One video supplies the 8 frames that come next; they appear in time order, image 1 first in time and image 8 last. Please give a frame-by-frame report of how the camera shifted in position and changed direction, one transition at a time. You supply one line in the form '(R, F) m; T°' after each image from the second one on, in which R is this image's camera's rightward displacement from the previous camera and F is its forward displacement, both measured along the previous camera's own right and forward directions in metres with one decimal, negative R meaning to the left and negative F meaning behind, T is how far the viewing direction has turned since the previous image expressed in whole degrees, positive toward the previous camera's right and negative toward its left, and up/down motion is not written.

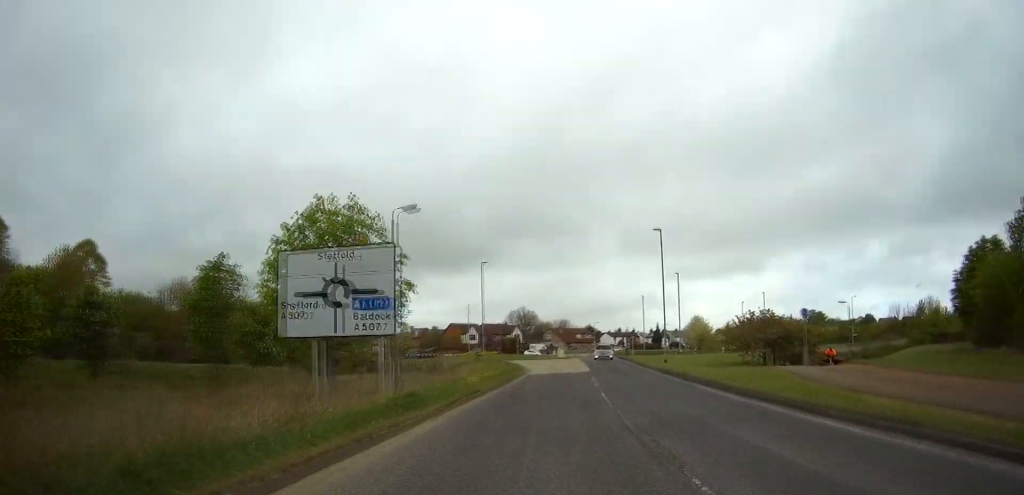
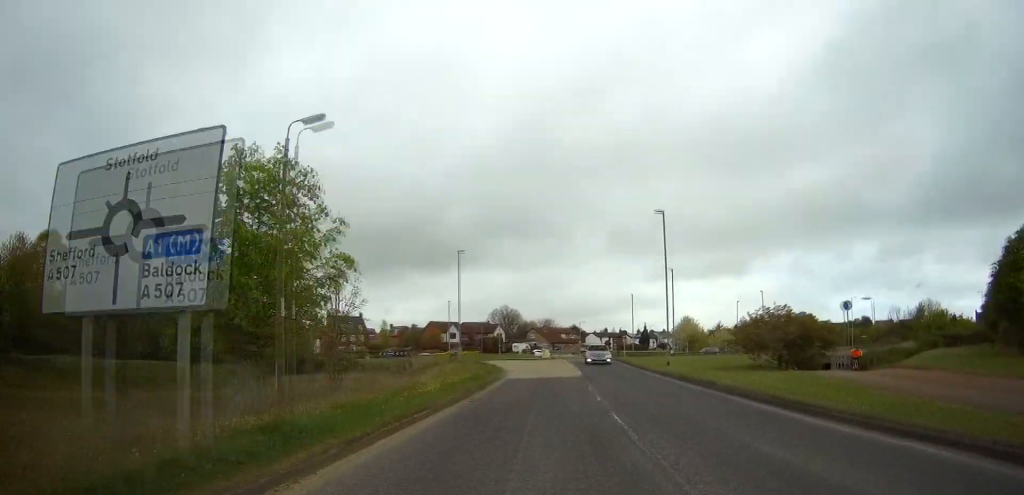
(0.0, +7.2) m; +1°
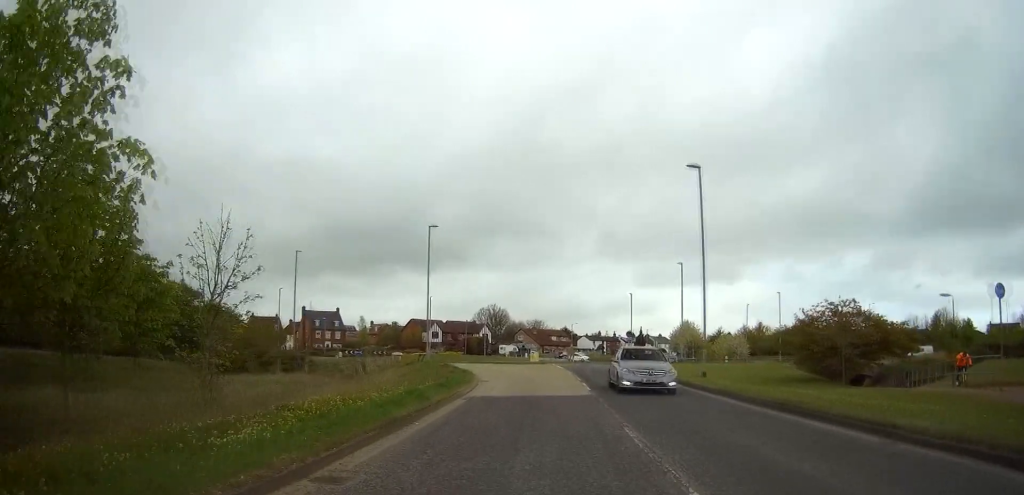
(+0.3, +12.3) m; +1°
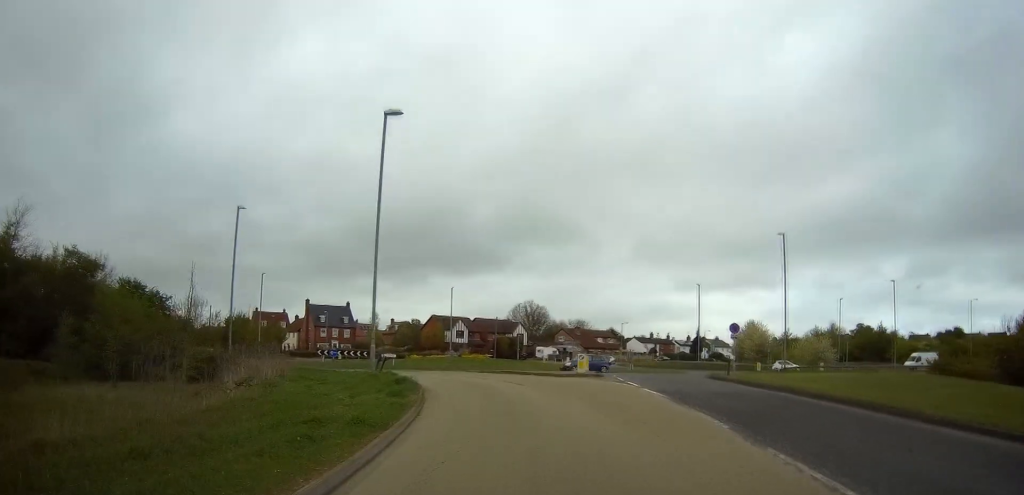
(-0.2, +24.7) m; -3°
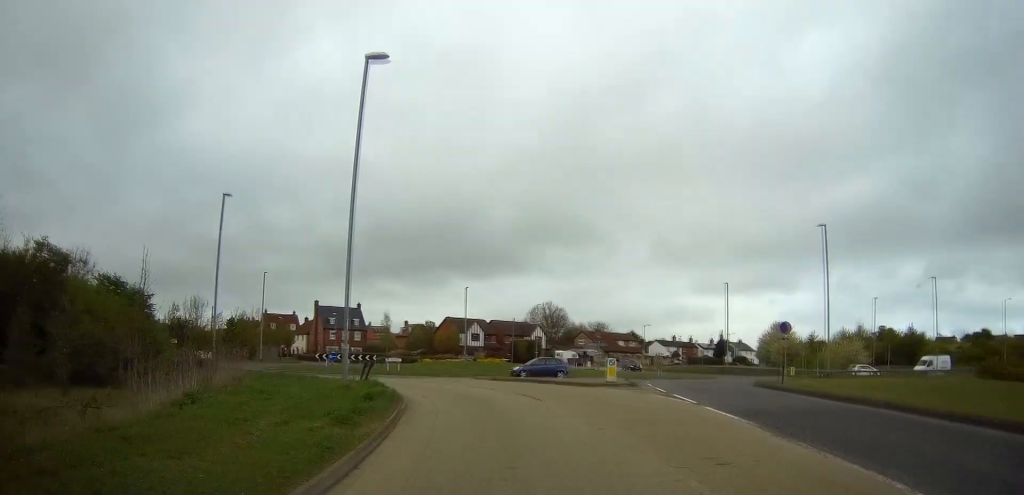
(+0.1, +5.9) m; -2°
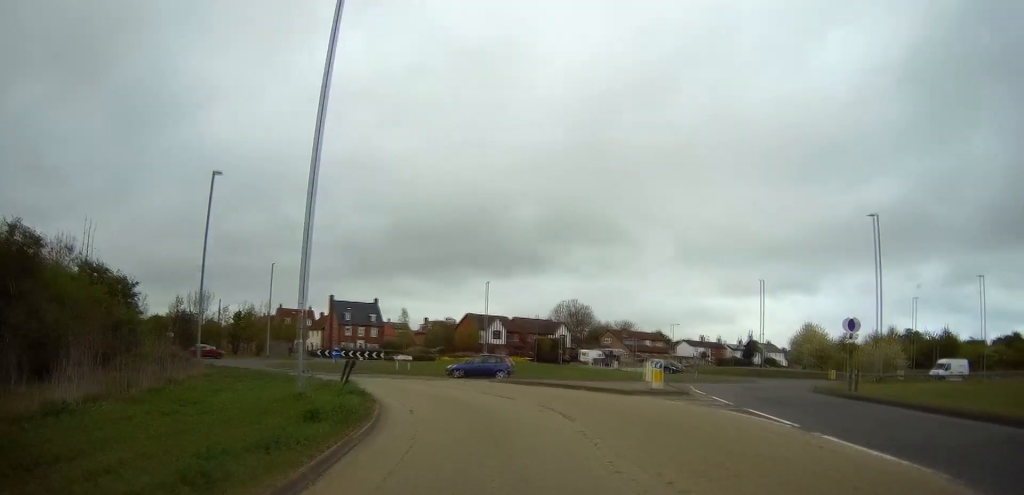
(-0.3, +5.4) m; -2°
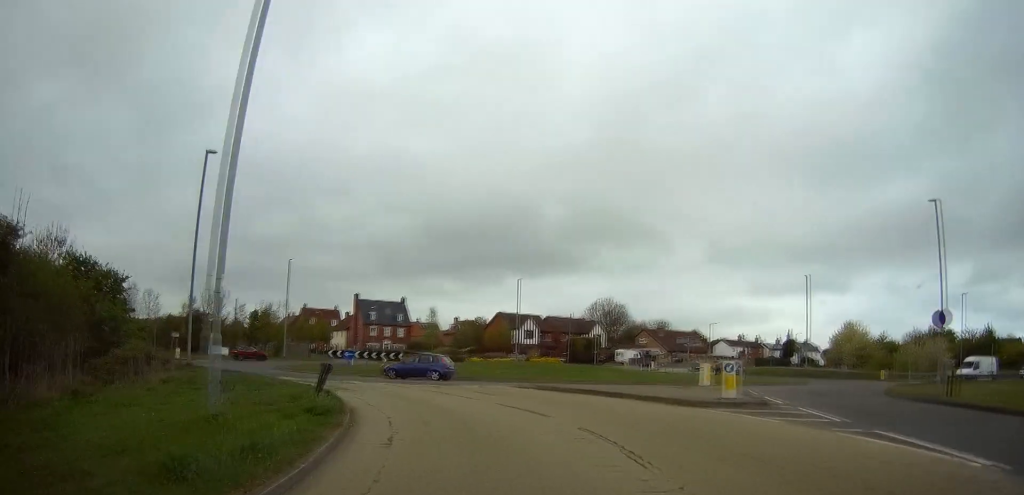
(-0.2, +5.4) m; -2°
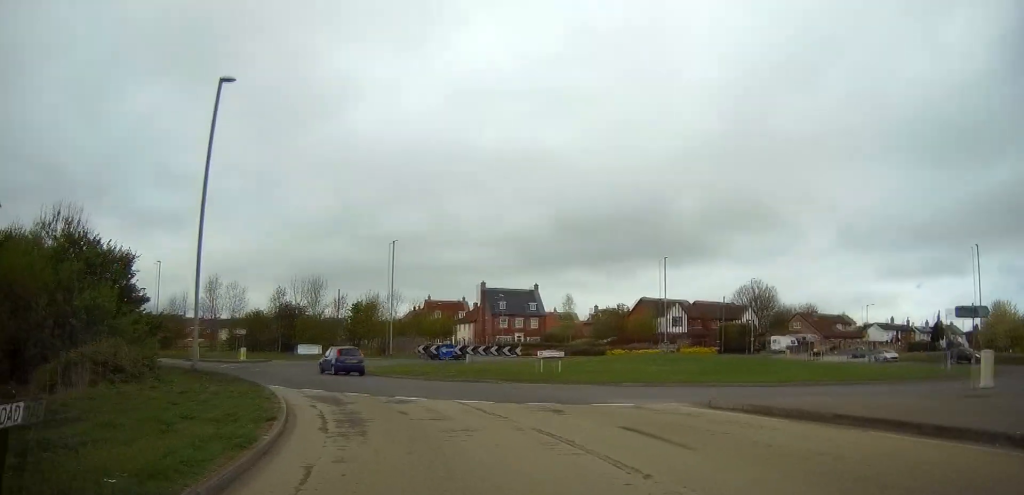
(-0.6, +12.6) m; -11°
